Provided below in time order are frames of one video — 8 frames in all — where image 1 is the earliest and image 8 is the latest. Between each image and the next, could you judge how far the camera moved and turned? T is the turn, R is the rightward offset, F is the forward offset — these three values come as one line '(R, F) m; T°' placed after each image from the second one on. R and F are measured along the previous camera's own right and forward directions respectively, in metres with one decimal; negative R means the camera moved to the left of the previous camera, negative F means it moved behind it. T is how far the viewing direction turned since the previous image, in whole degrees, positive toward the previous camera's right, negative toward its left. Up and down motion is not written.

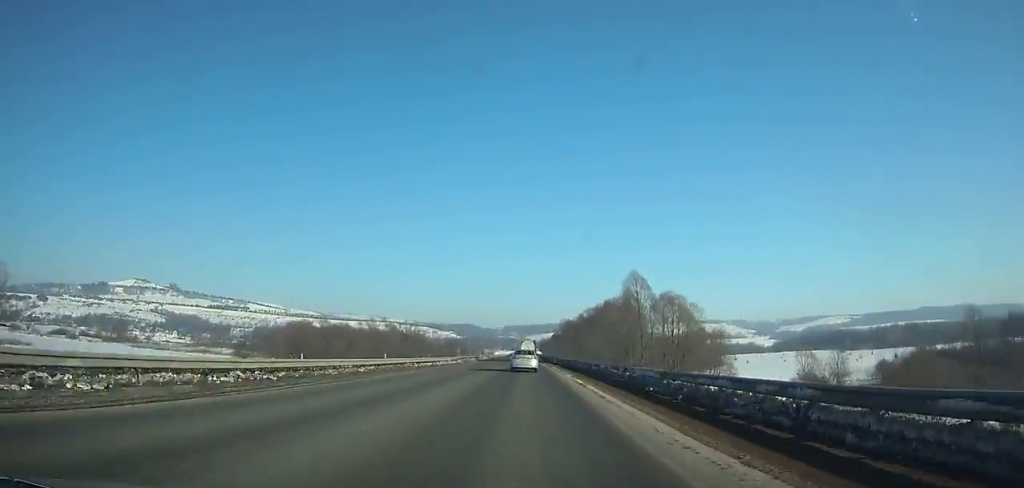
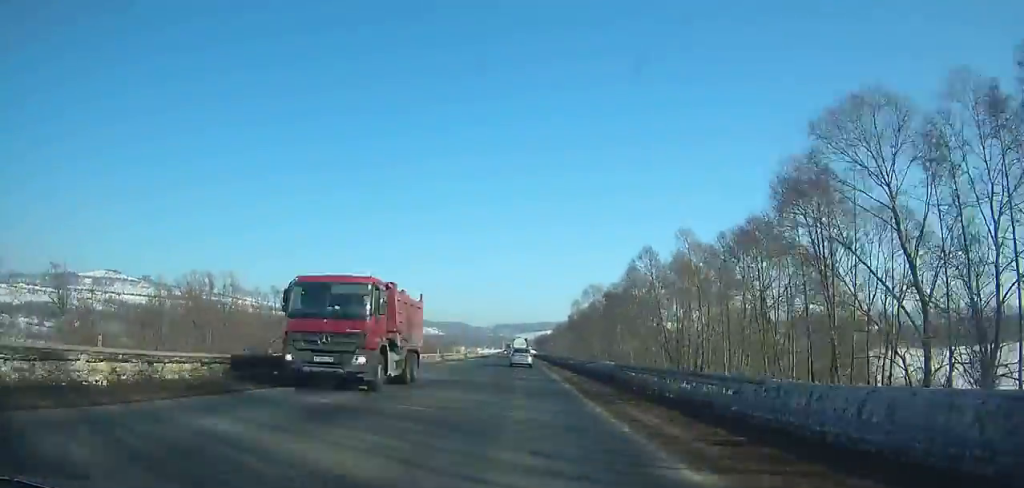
(+1.0, +113.1) m; +1°
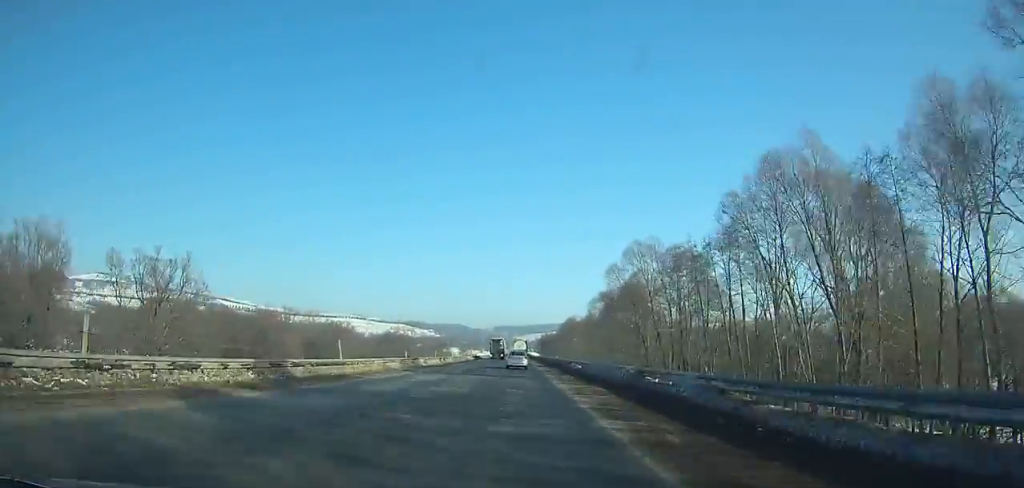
(0.0, +47.4) m; 0°
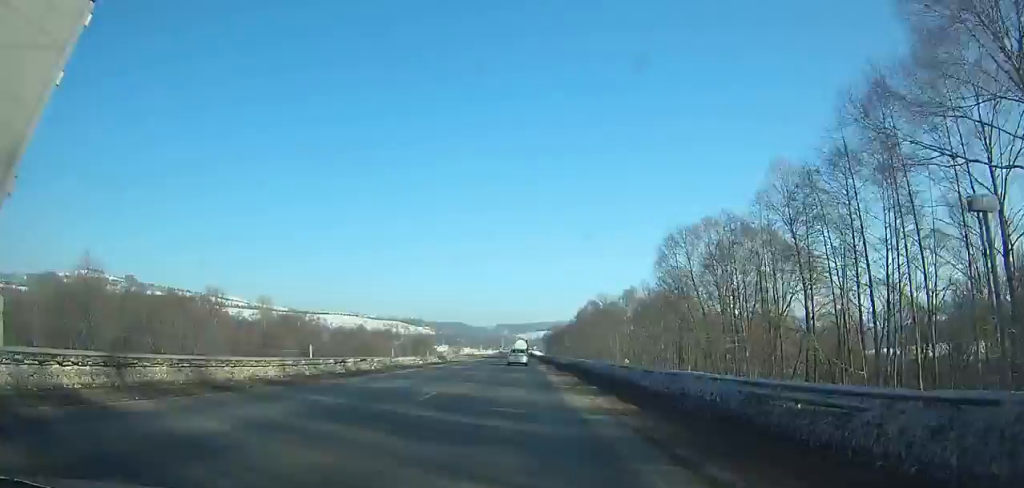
(-0.1, +55.5) m; 0°
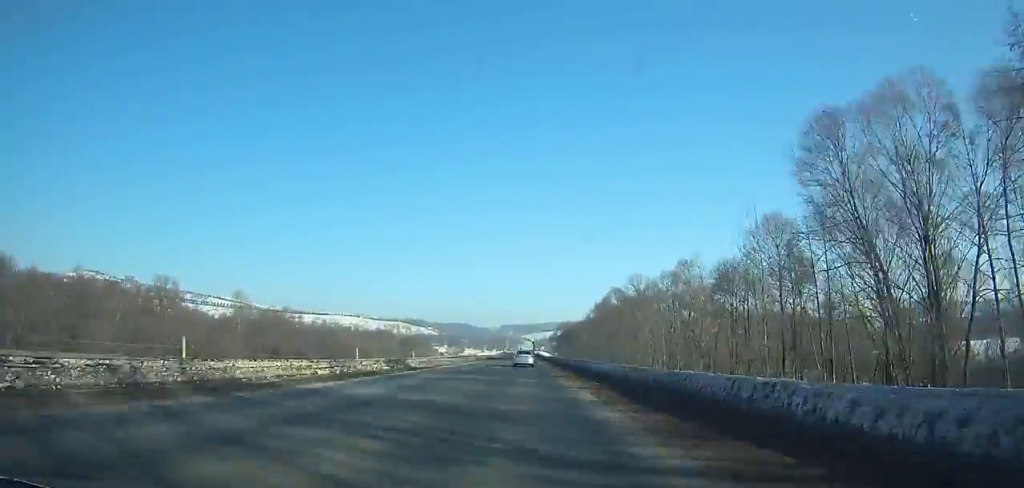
(-0.1, +26.5) m; 0°
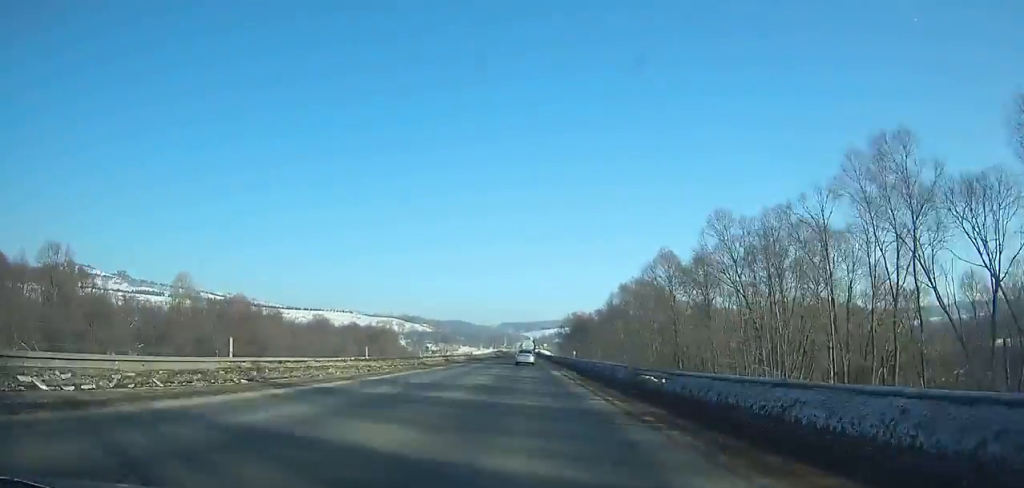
(-0.1, +36.6) m; 0°
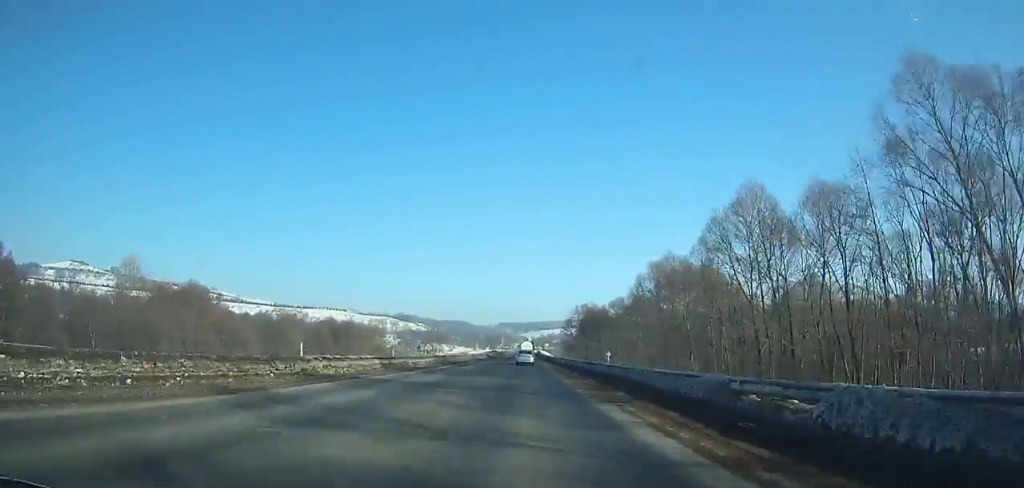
(+0.1, +26.3) m; 0°
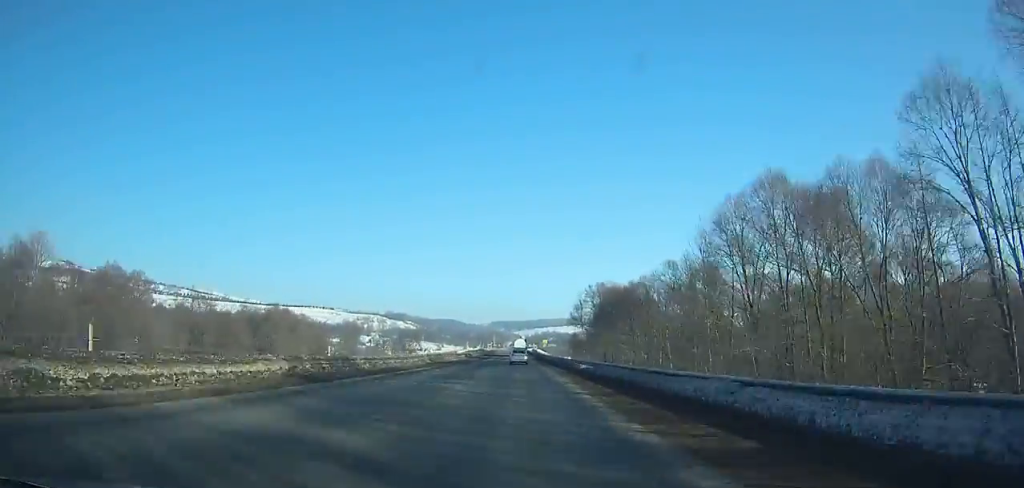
(0.0, +32.1) m; 0°
